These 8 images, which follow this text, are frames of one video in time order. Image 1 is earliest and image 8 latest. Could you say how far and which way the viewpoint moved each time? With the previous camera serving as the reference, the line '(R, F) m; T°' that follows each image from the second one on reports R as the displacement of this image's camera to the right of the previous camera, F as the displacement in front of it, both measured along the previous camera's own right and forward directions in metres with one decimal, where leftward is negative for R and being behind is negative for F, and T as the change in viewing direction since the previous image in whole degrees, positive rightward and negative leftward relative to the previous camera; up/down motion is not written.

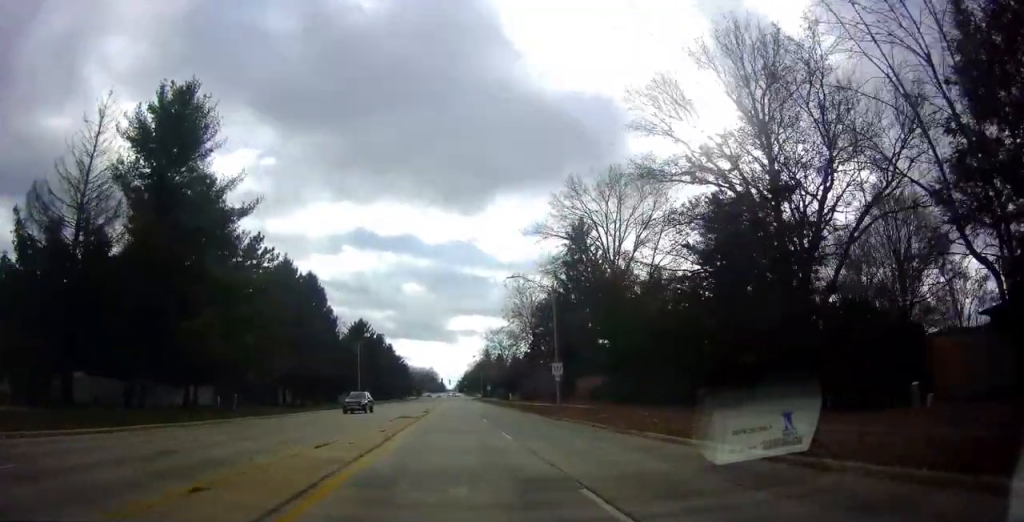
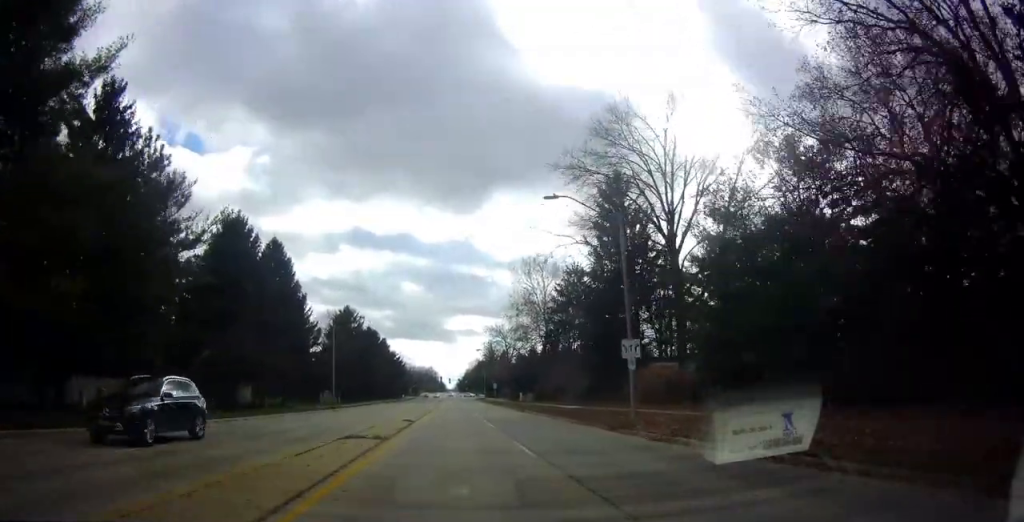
(0.0, +17.4) m; 0°
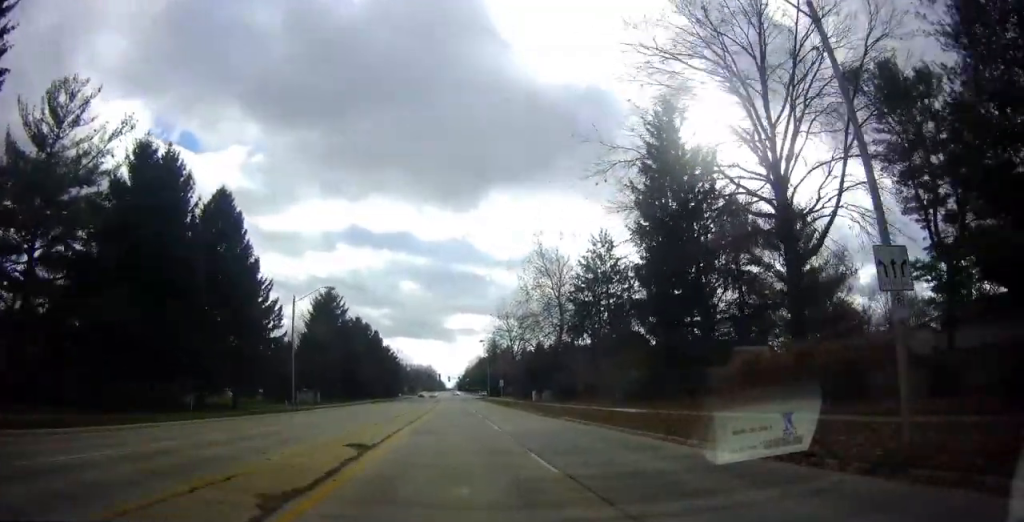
(0.0, +15.2) m; 0°
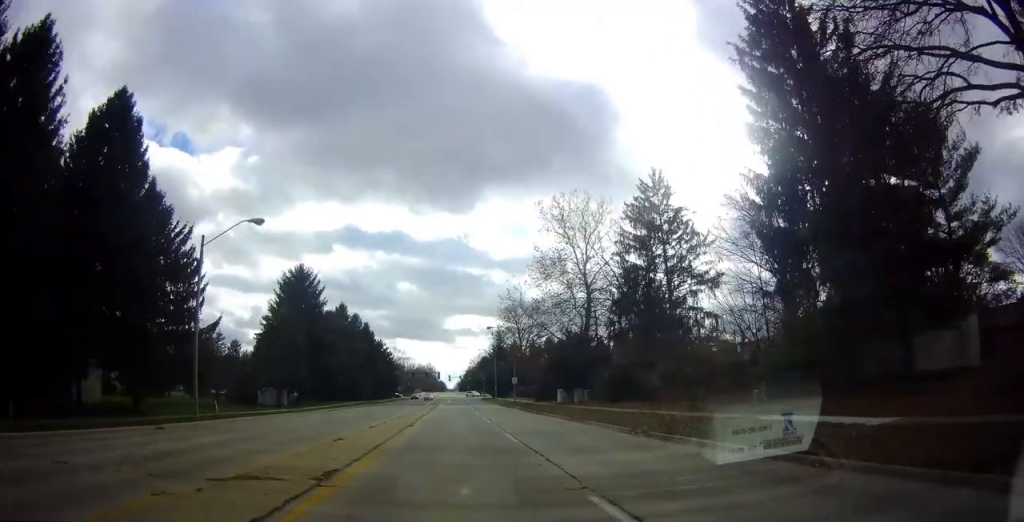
(0.0, +17.9) m; 0°
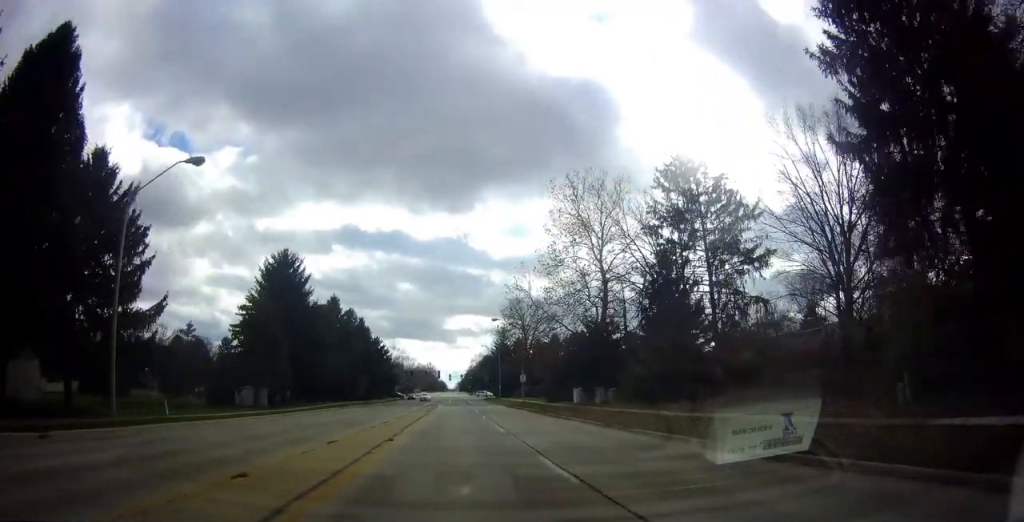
(0.0, +7.3) m; 0°
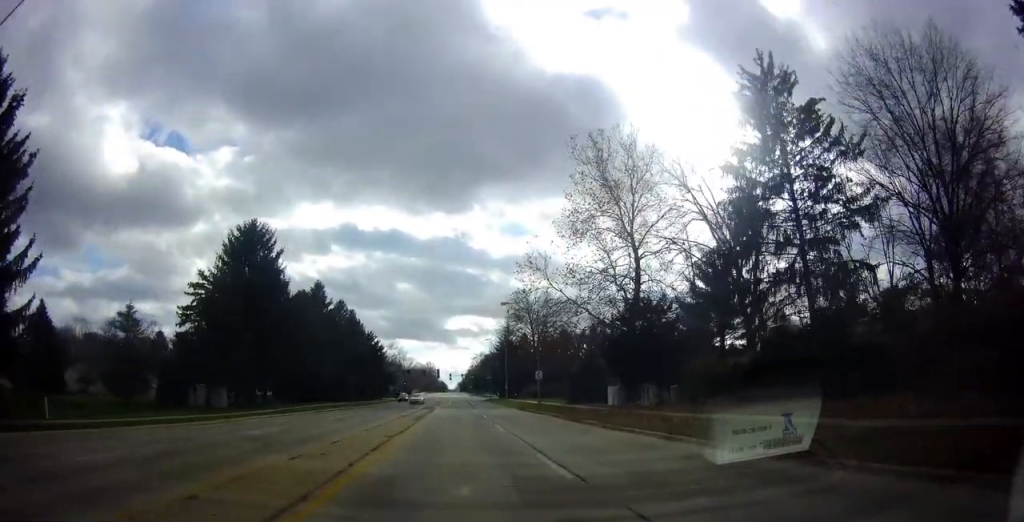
(0.0, +11.4) m; 0°
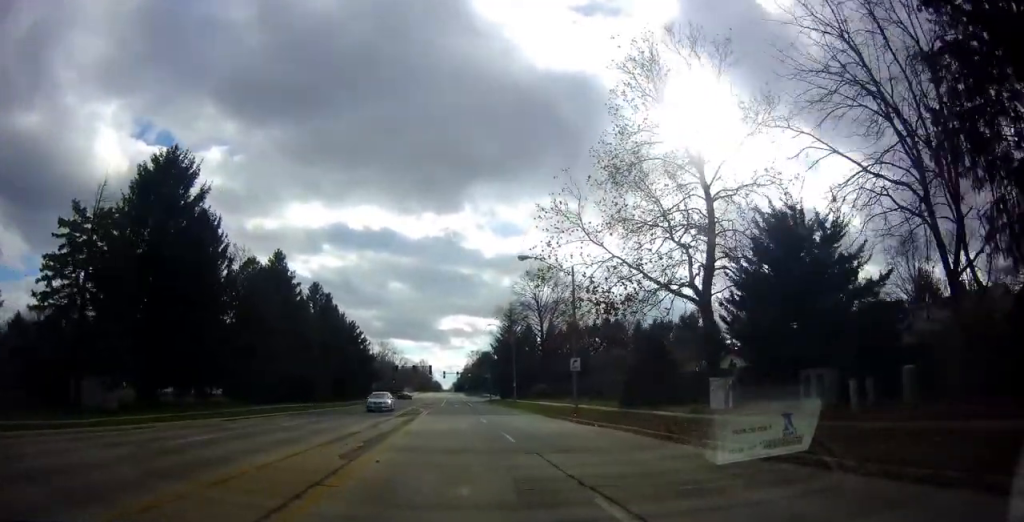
(0.0, +17.5) m; 0°
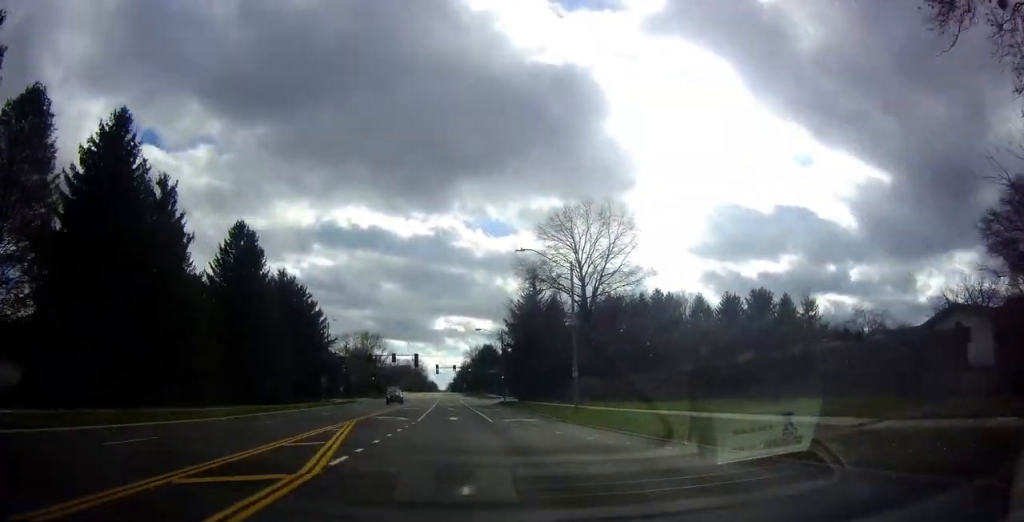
(0.0, +34.9) m; 0°
